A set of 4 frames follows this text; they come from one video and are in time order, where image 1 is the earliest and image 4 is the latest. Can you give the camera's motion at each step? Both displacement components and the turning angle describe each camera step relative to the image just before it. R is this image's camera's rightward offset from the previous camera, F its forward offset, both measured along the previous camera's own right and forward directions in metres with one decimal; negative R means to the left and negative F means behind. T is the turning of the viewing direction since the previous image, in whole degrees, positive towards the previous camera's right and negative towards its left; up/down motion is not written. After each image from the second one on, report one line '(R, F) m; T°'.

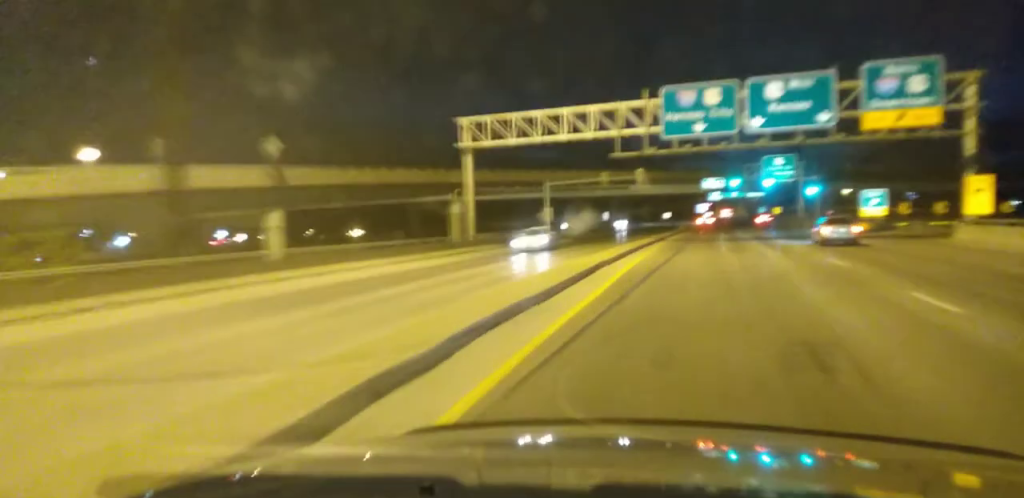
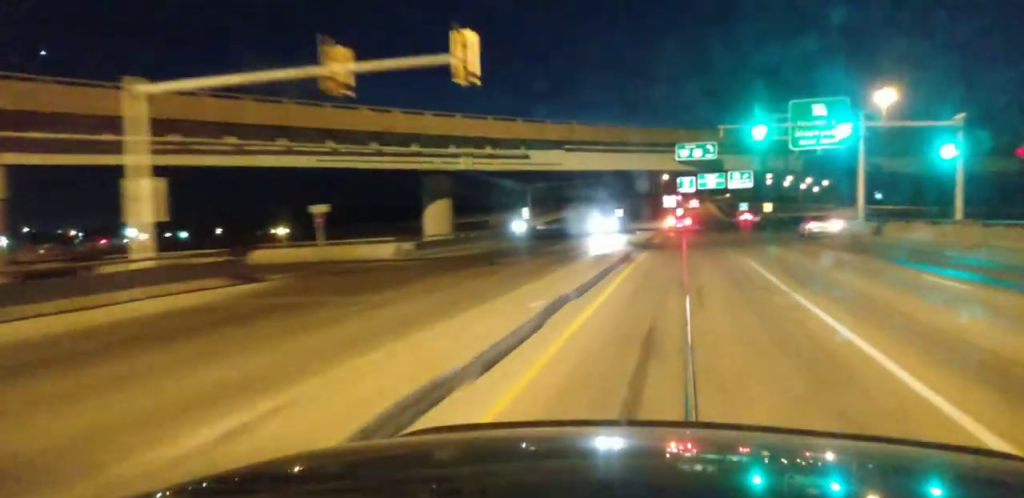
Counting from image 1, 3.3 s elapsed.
(+1.4, +51.8) m; +3°
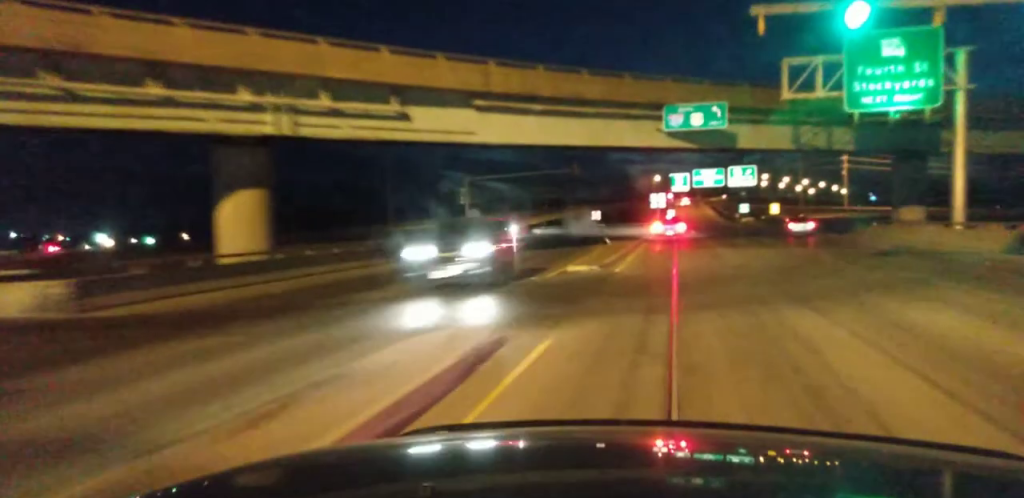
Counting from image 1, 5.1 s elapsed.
(-0.6, +21.3) m; 0°
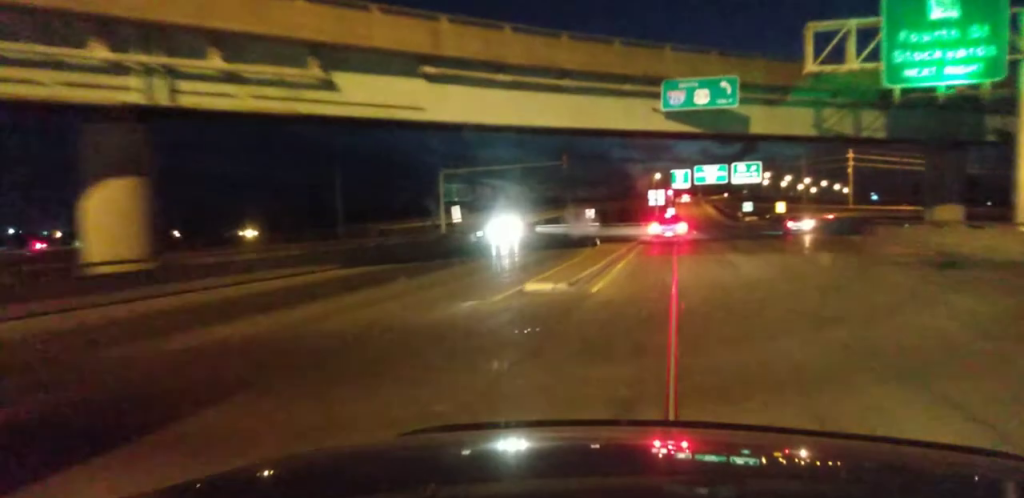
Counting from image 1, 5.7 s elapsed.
(+0.1, +5.6) m; +1°
